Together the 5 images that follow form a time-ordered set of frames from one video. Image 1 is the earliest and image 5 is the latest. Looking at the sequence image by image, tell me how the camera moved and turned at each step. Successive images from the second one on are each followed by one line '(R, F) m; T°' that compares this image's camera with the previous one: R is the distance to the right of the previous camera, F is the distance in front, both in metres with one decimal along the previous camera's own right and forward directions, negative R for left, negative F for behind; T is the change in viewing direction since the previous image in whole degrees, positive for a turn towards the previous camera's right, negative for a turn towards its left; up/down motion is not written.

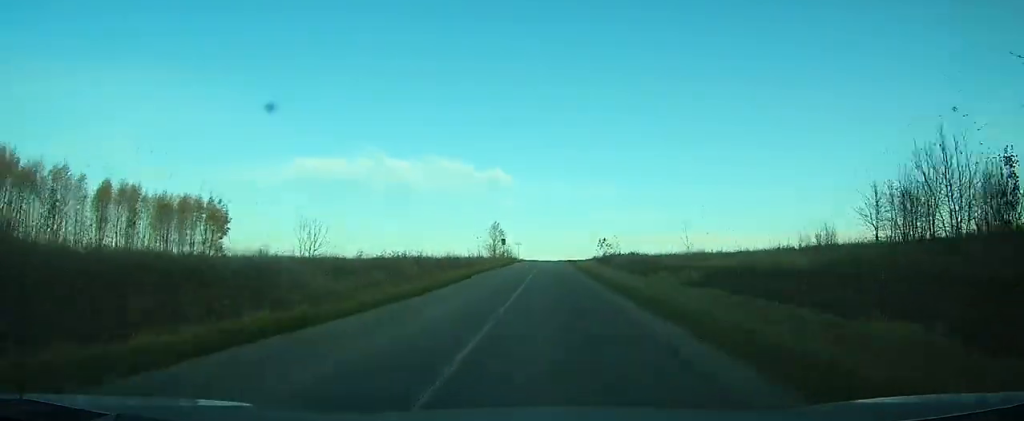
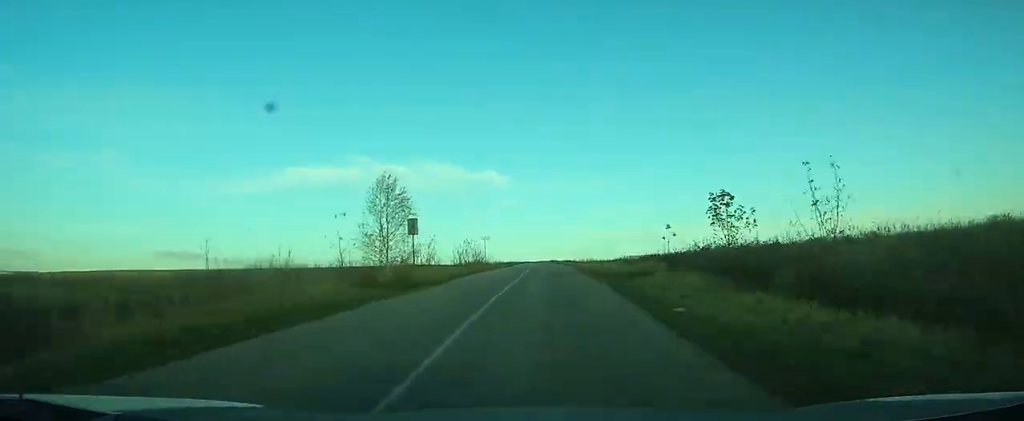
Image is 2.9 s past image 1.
(-0.3, +51.9) m; -1°
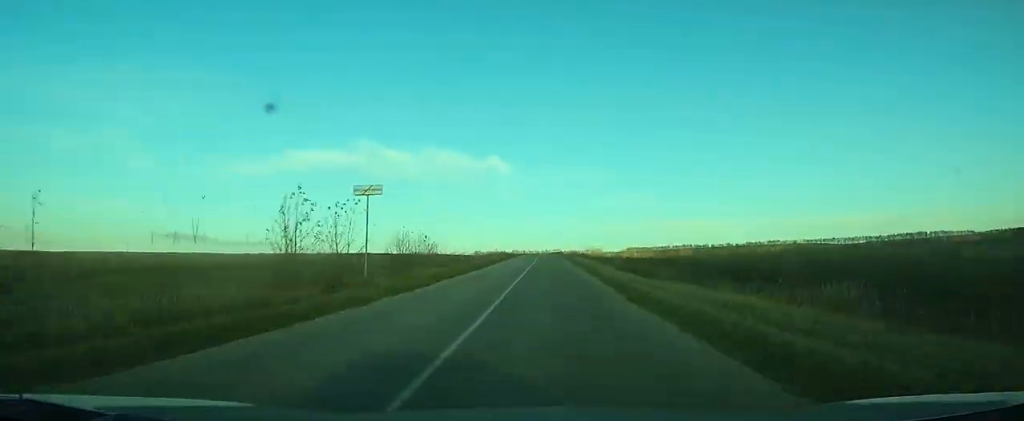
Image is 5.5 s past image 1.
(-0.4, +48.0) m; -1°
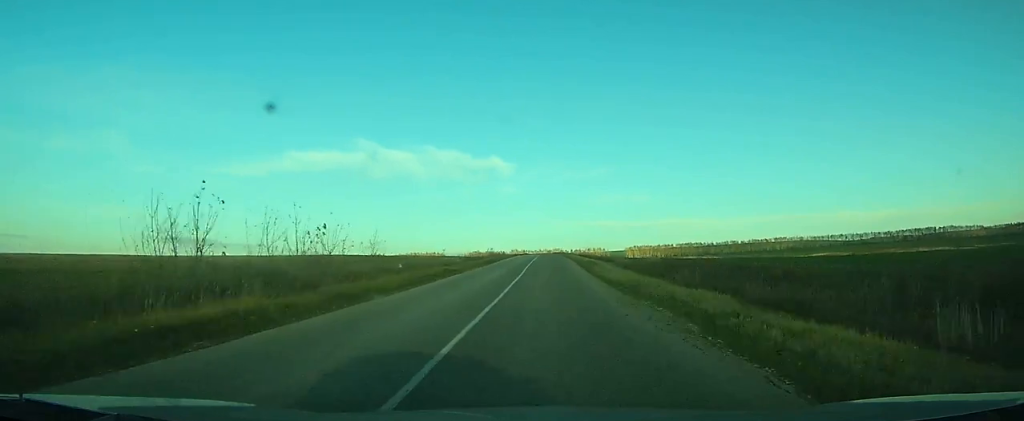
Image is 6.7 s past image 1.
(0.0, +24.4) m; 0°
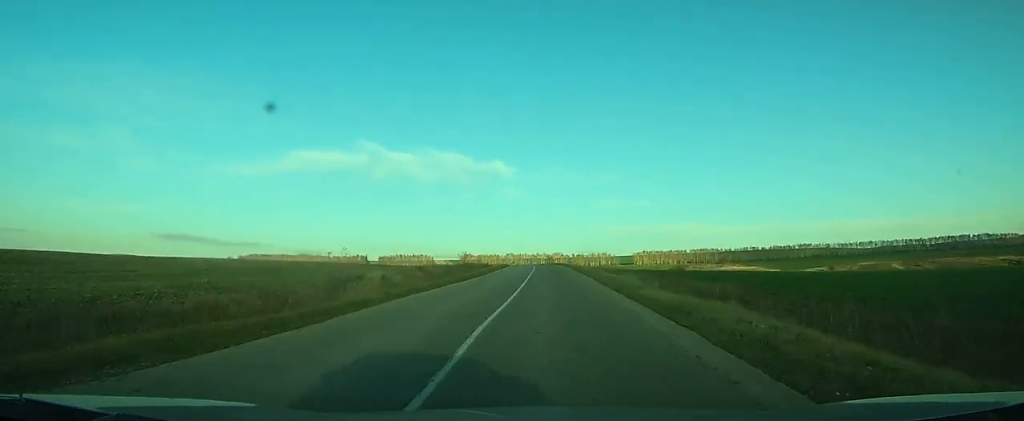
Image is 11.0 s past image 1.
(0.0, +90.3) m; 0°
